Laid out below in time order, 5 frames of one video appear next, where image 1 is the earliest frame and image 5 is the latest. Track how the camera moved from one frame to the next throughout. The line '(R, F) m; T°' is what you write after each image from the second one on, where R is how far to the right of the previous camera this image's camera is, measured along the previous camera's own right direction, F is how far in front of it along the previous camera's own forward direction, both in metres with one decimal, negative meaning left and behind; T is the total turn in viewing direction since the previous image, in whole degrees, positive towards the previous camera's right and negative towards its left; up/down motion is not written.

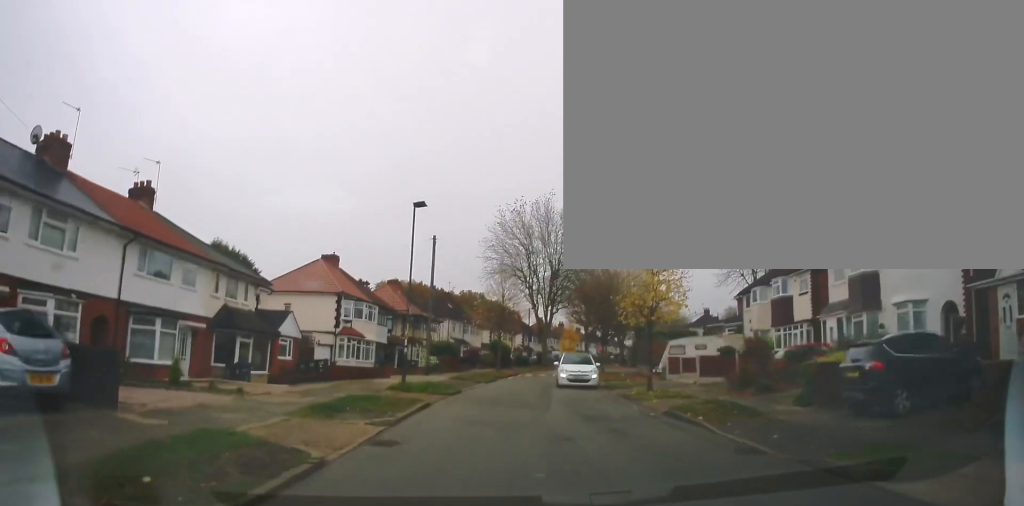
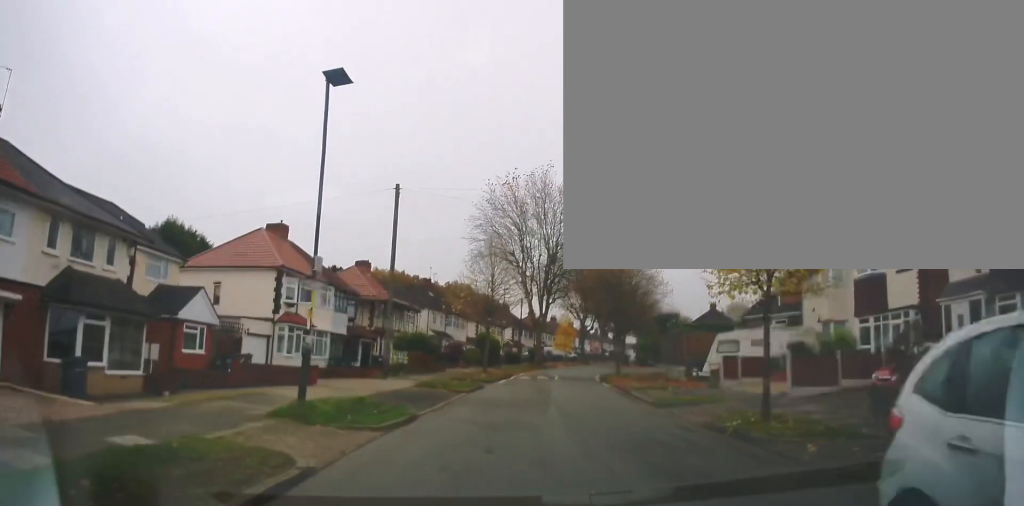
(+0.1, +8.9) m; +1°
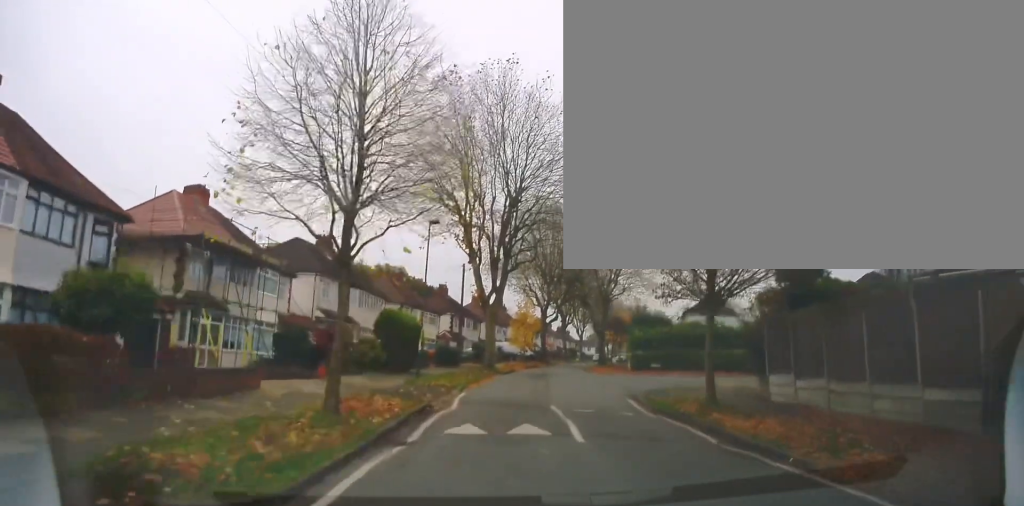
(+2.3, +22.8) m; +10°
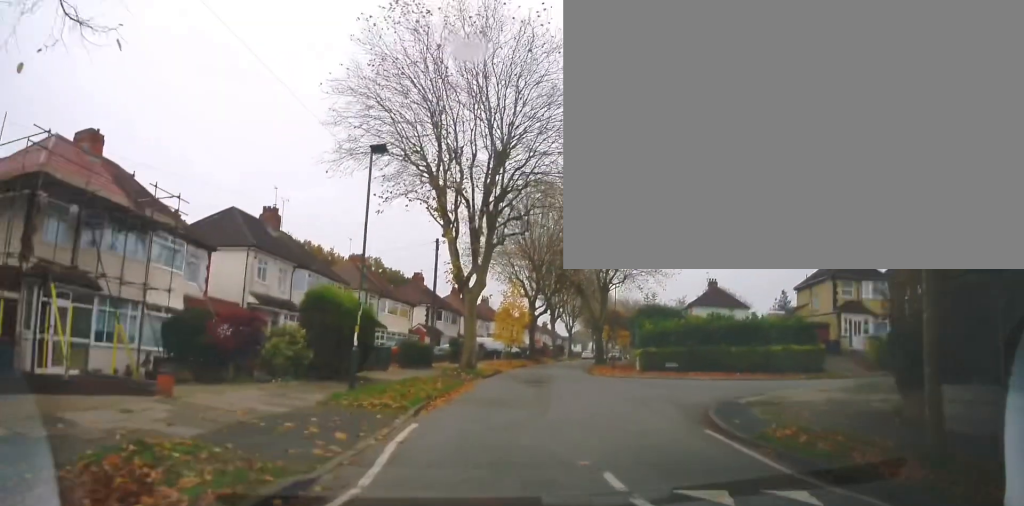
(-0.3, +8.8) m; -2°
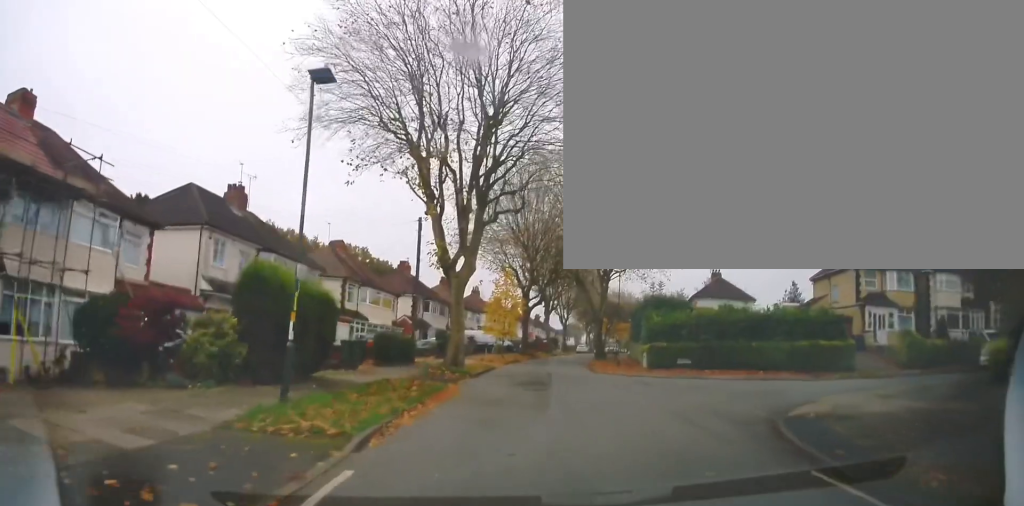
(+0.1, +4.5) m; +1°
